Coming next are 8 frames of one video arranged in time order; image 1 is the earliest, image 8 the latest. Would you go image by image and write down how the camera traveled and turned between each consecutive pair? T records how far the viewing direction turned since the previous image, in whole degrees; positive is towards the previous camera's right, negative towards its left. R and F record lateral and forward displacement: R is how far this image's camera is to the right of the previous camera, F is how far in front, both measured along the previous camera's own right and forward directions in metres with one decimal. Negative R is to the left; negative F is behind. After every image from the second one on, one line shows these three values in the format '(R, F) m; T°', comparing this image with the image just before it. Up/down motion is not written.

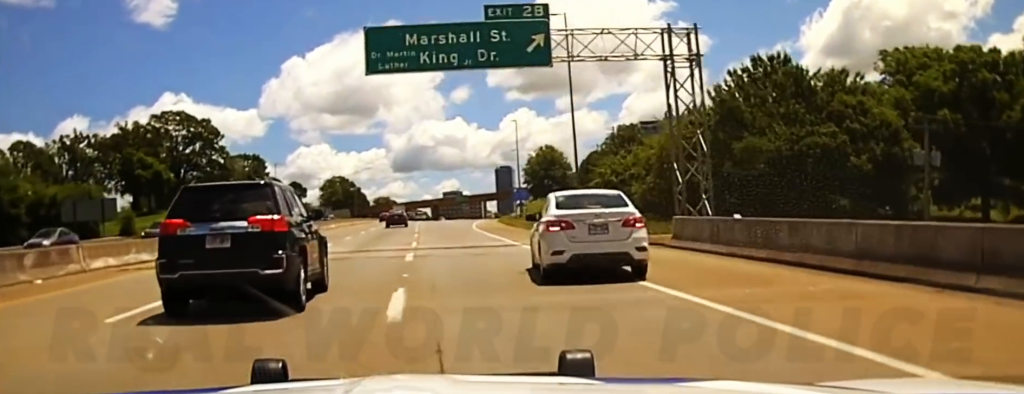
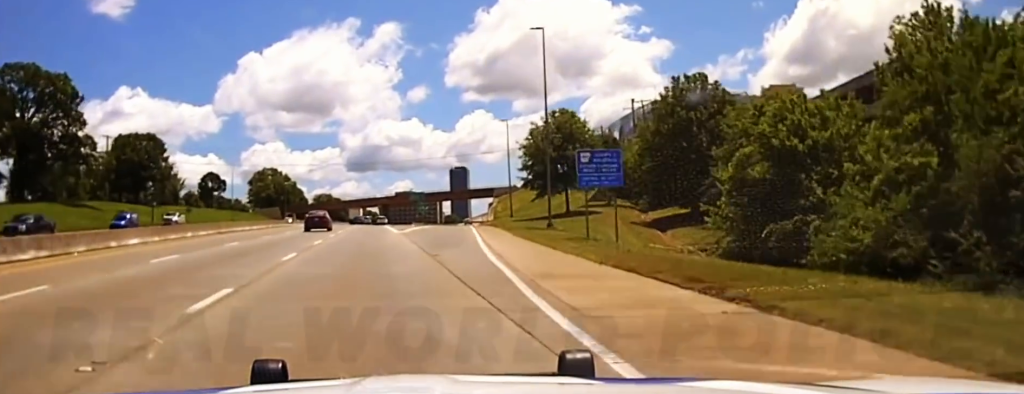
(+0.9, +63.7) m; +1°
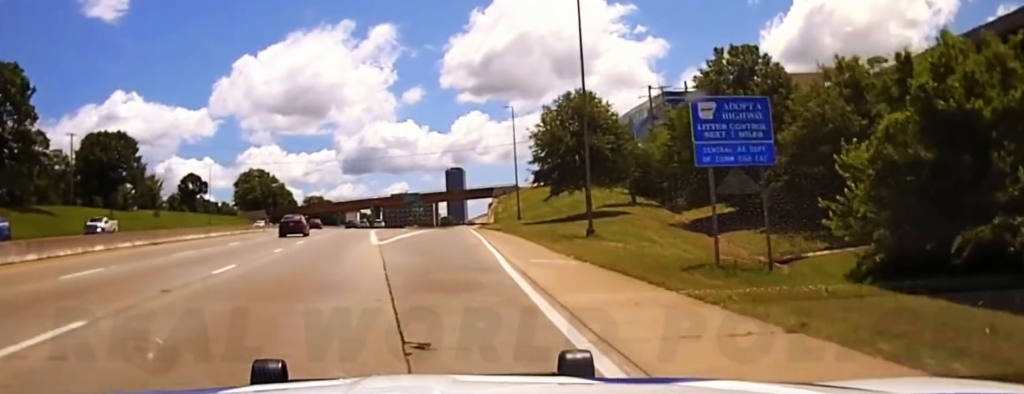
(0.0, +14.9) m; 0°
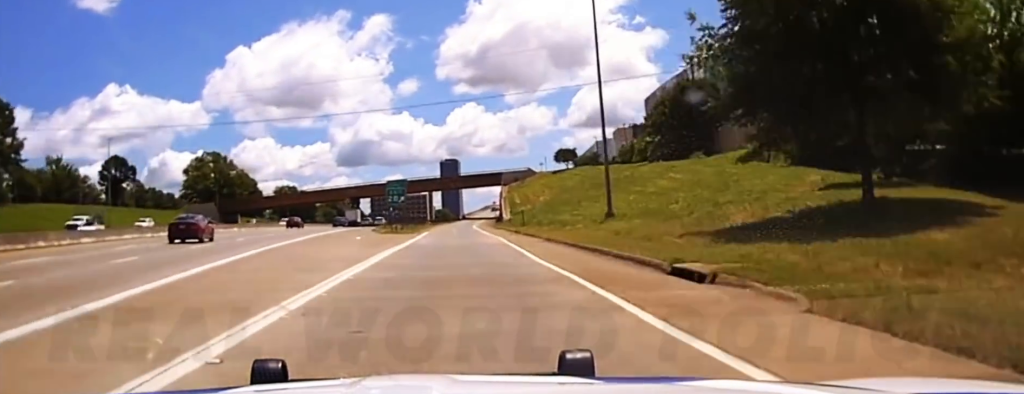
(+0.1, +46.4) m; 0°
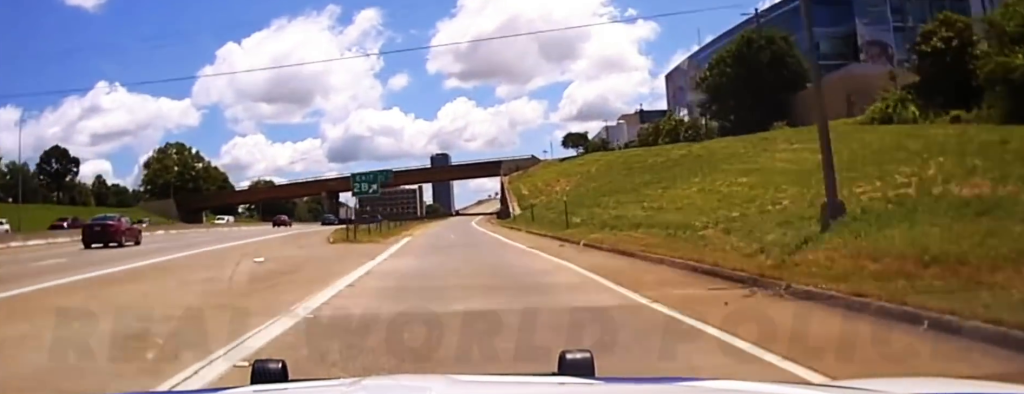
(+0.1, +21.4) m; 0°
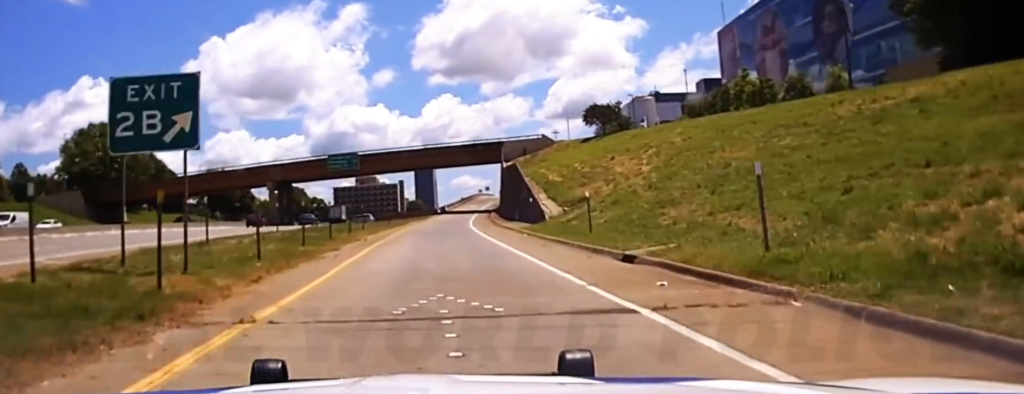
(-0.1, +35.2) m; +1°
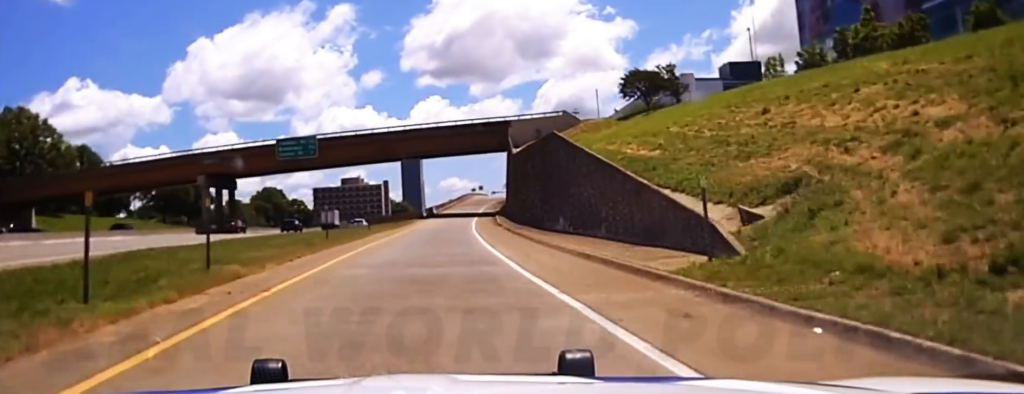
(+0.2, +31.5) m; +1°
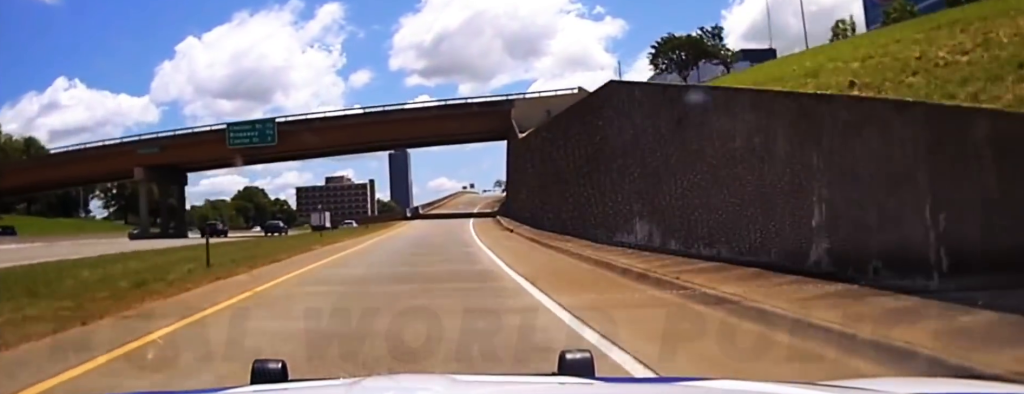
(+0.2, +20.1) m; +1°
